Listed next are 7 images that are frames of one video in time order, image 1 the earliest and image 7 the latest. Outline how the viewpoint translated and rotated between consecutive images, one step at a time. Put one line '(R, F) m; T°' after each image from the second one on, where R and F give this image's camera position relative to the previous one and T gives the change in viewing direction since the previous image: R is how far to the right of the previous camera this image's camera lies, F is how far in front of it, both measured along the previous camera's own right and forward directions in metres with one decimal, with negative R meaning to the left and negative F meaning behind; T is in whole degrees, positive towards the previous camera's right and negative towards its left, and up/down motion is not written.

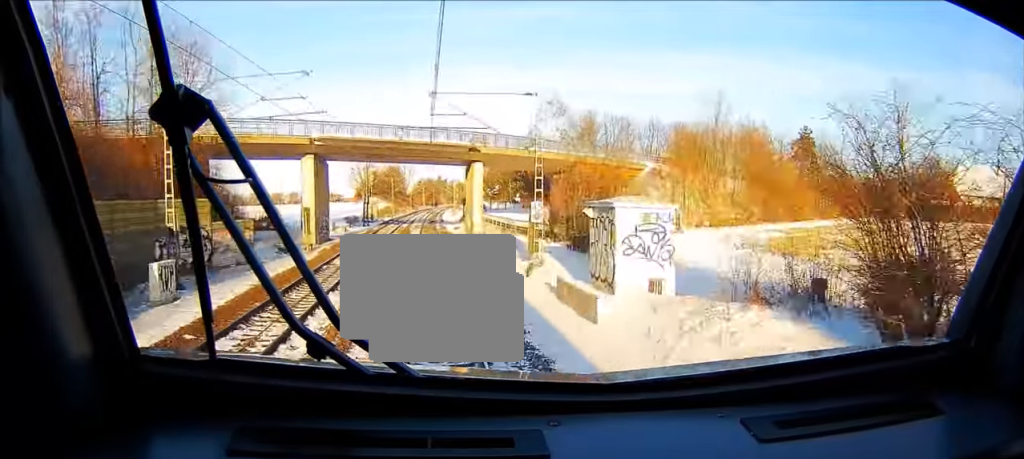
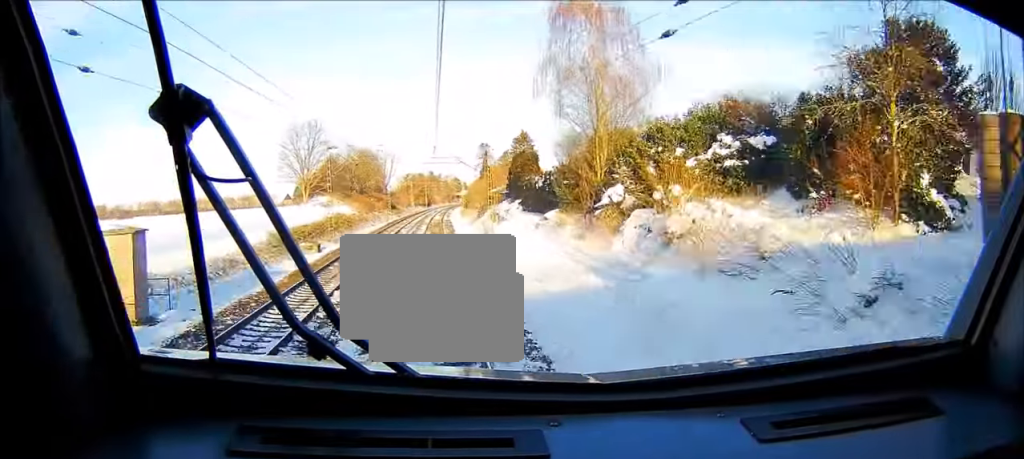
(+0.4, +85.6) m; +1°
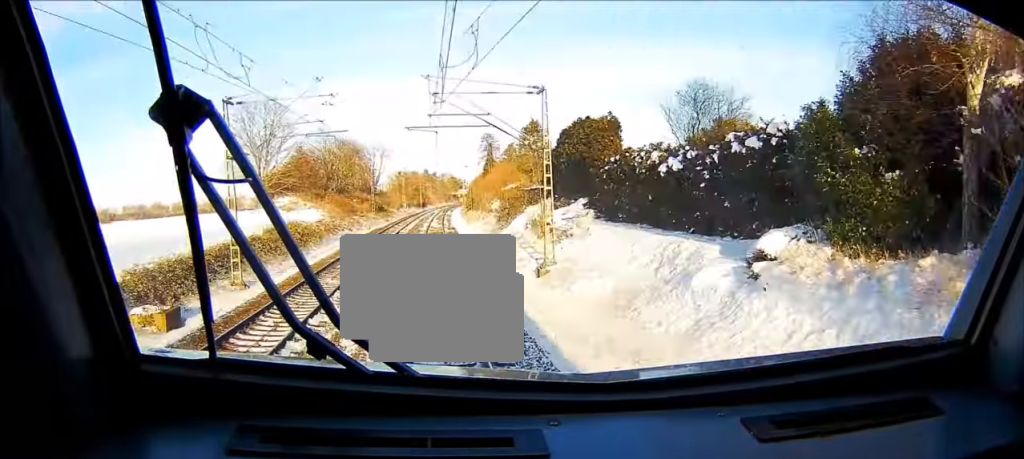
(+0.1, +27.5) m; 0°
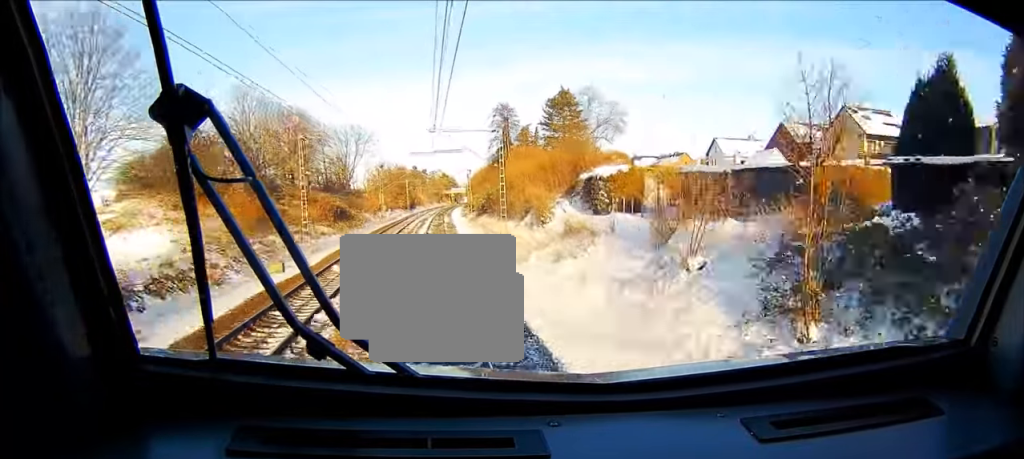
(+0.3, +46.4) m; +1°
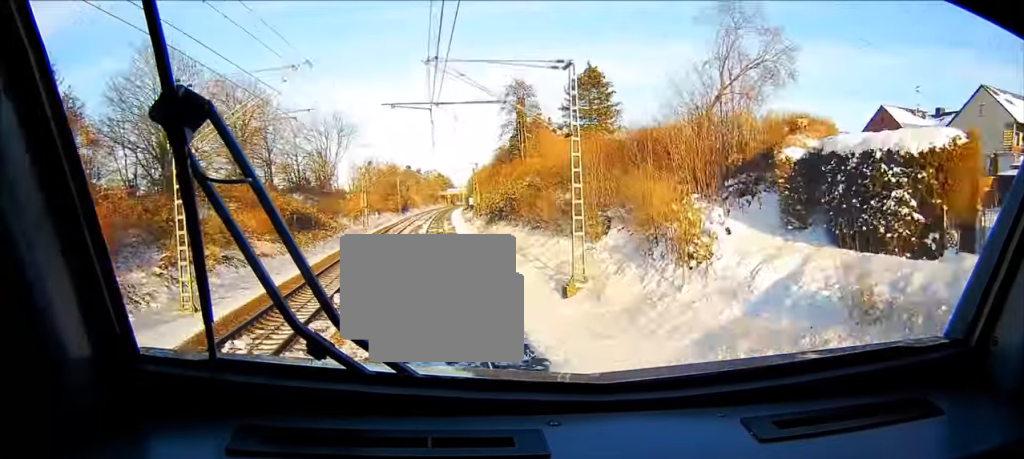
(+0.1, +22.5) m; 0°
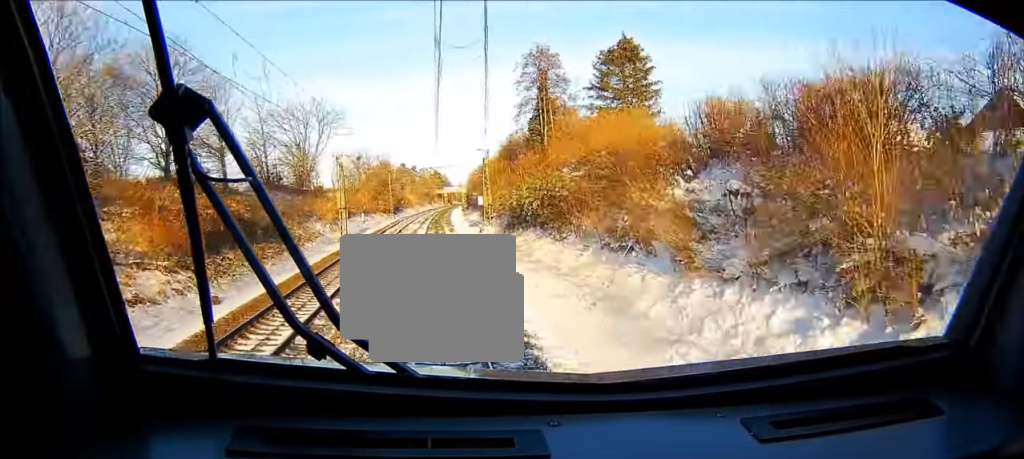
(0.0, +18.8) m; 0°
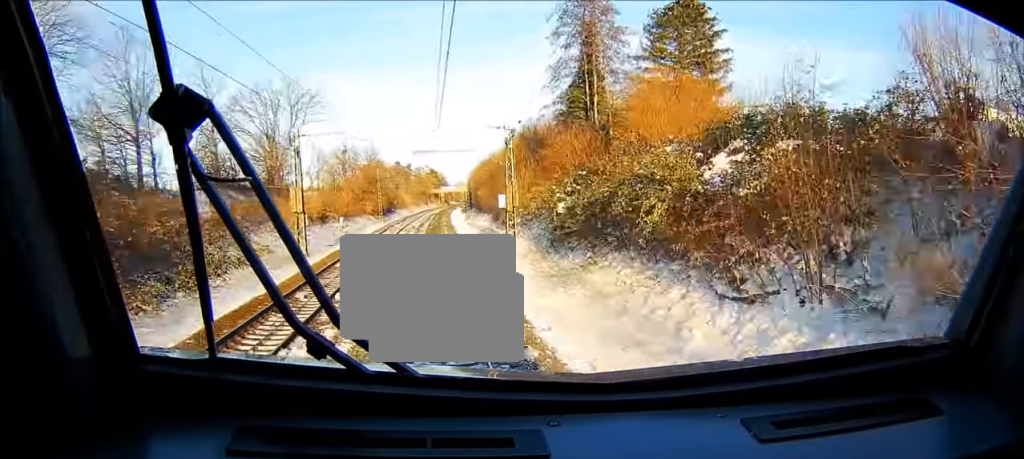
(0.0, +18.8) m; 0°
